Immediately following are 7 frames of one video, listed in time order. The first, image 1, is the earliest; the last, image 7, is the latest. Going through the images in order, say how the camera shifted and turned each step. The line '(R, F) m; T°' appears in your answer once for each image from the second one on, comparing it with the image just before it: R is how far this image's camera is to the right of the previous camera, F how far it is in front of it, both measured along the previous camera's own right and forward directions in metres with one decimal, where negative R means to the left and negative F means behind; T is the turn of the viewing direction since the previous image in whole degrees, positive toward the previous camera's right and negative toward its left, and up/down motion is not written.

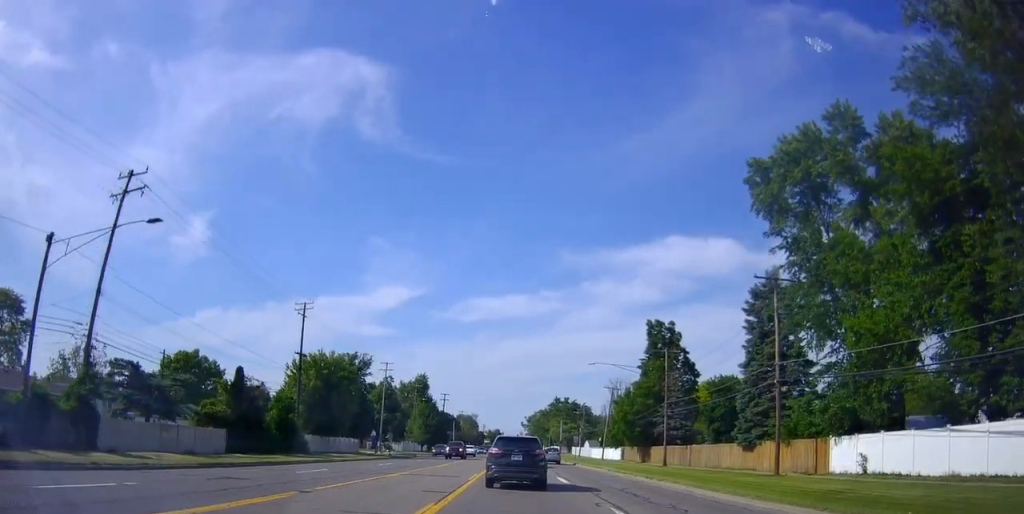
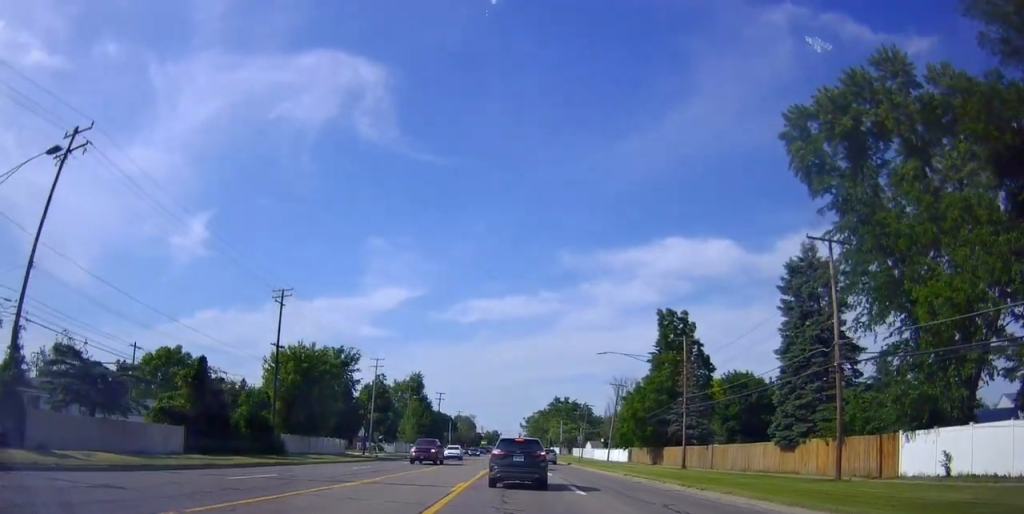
(0.0, +6.8) m; 0°
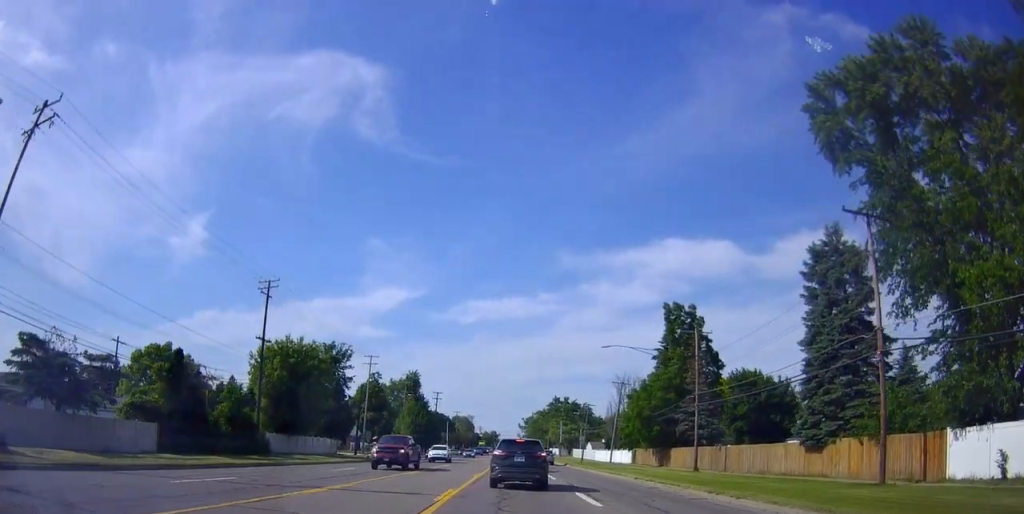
(0.0, +3.5) m; 0°
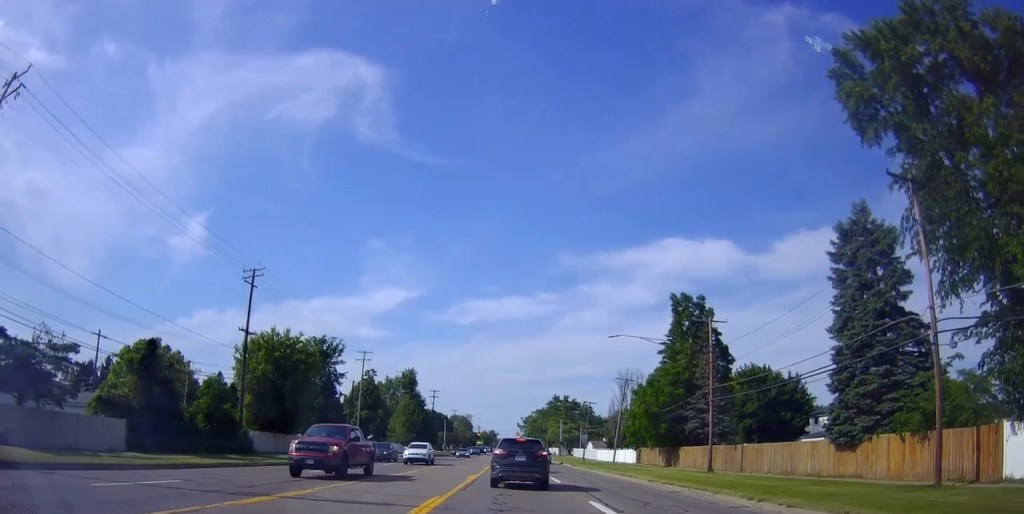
(0.0, +3.4) m; 0°
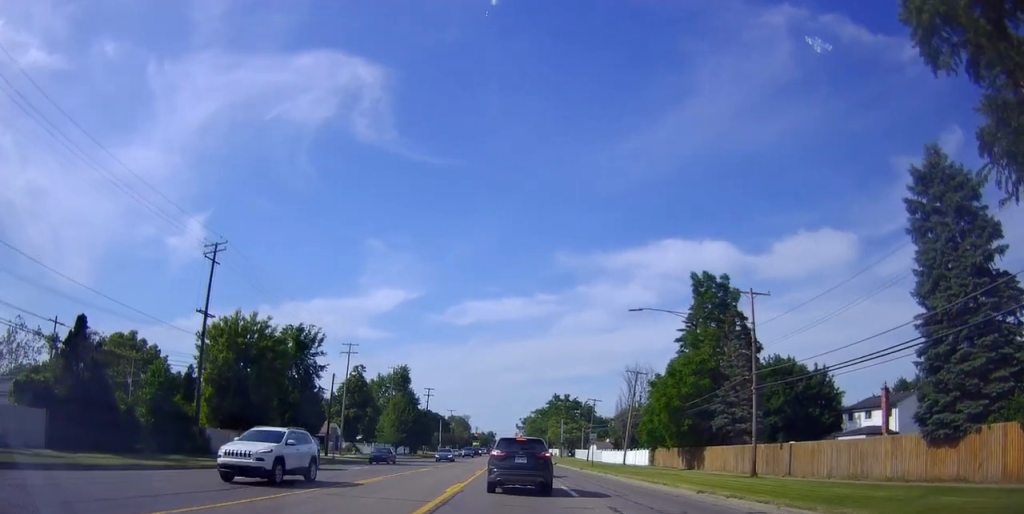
(0.0, +7.1) m; 0°
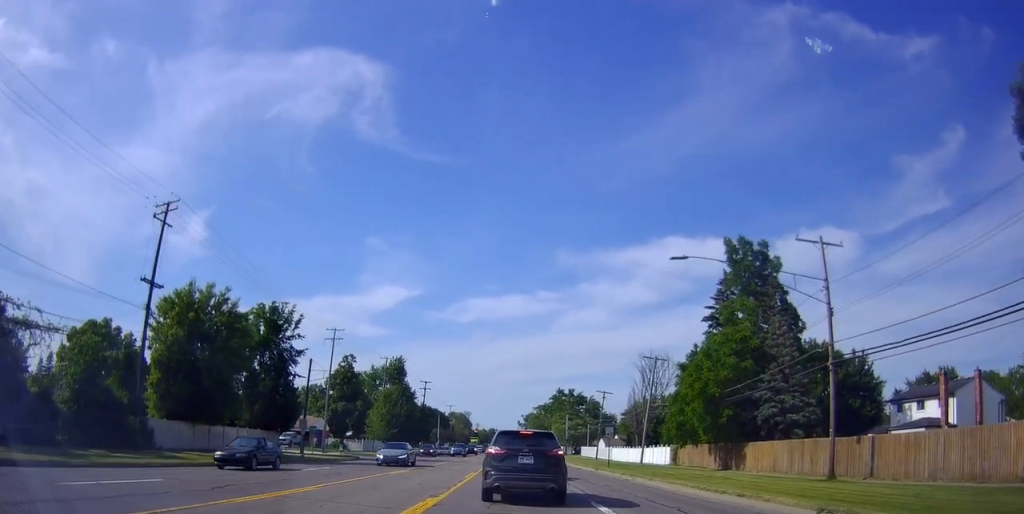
(0.0, +8.6) m; -2°
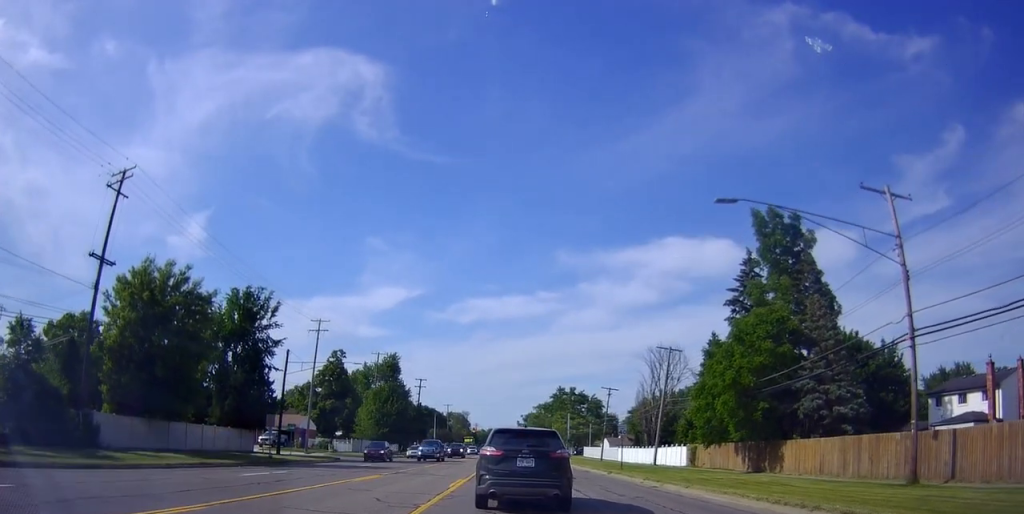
(-1.0, +8.5) m; -5°
